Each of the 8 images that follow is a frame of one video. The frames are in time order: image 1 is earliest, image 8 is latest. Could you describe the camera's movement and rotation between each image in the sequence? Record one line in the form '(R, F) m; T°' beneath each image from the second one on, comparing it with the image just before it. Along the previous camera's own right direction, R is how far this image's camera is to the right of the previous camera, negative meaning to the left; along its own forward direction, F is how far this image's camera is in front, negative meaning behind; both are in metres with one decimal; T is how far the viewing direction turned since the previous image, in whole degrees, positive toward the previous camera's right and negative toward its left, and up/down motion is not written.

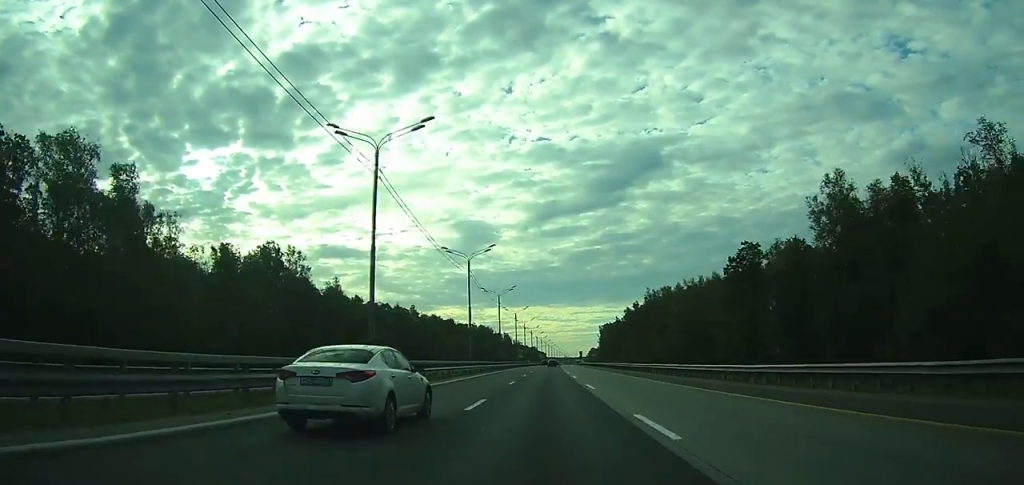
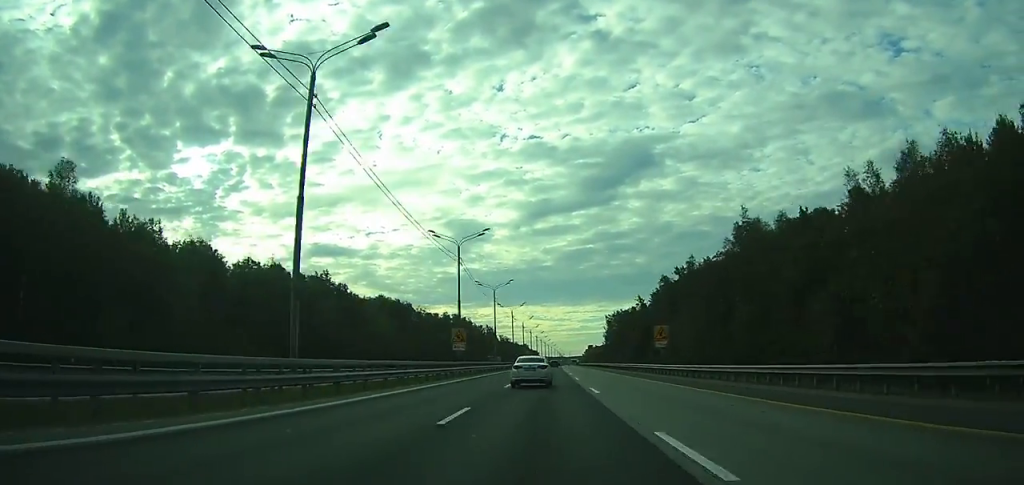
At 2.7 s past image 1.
(+0.5, +79.9) m; +1°
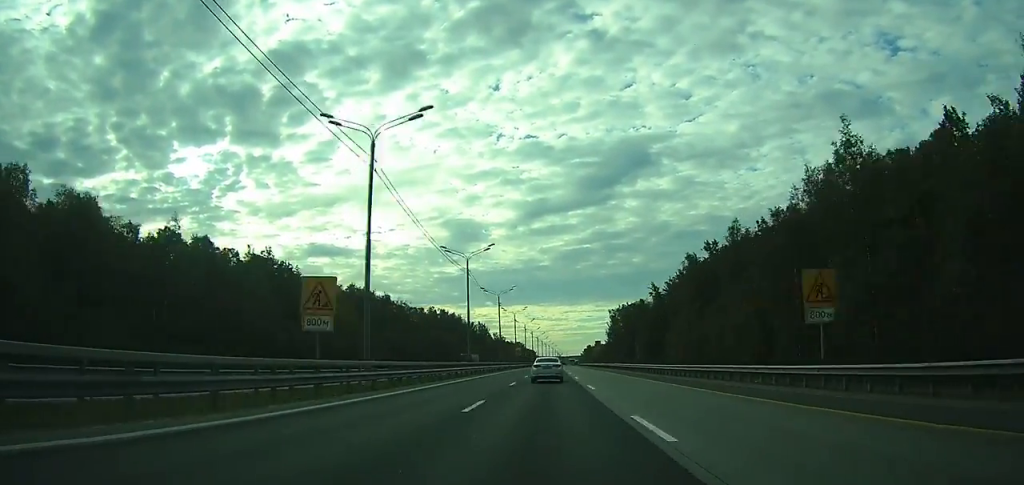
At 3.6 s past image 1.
(0.0, +28.0) m; 0°
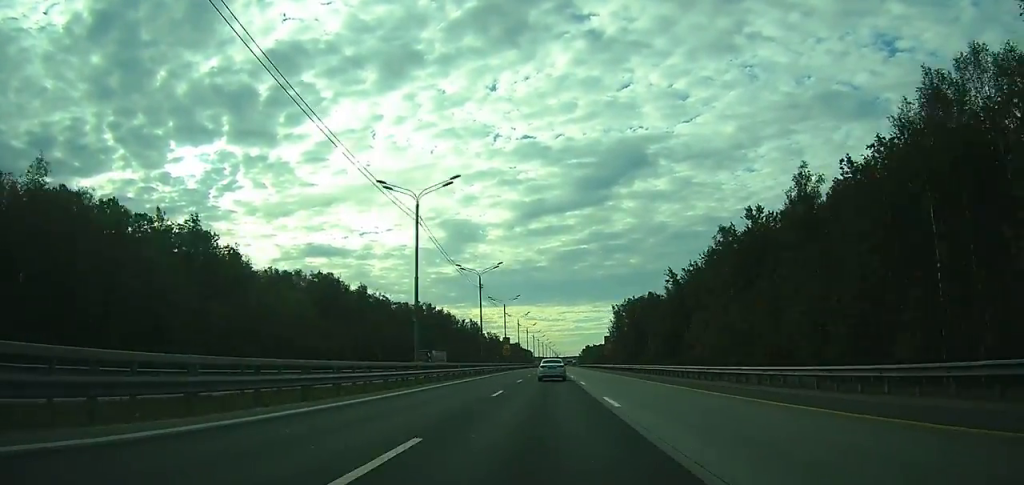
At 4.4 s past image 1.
(+0.1, +26.0) m; 0°
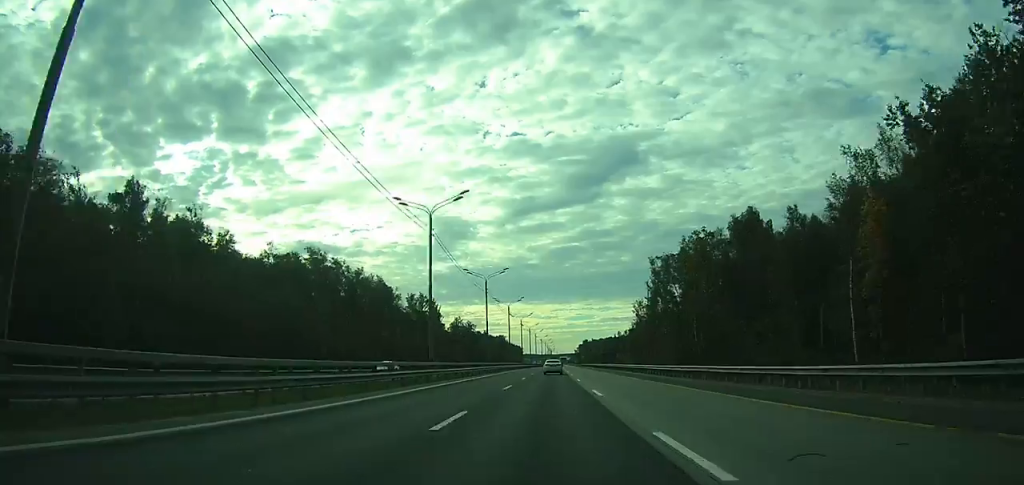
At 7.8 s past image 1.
(+0.8, +110.5) m; +1°
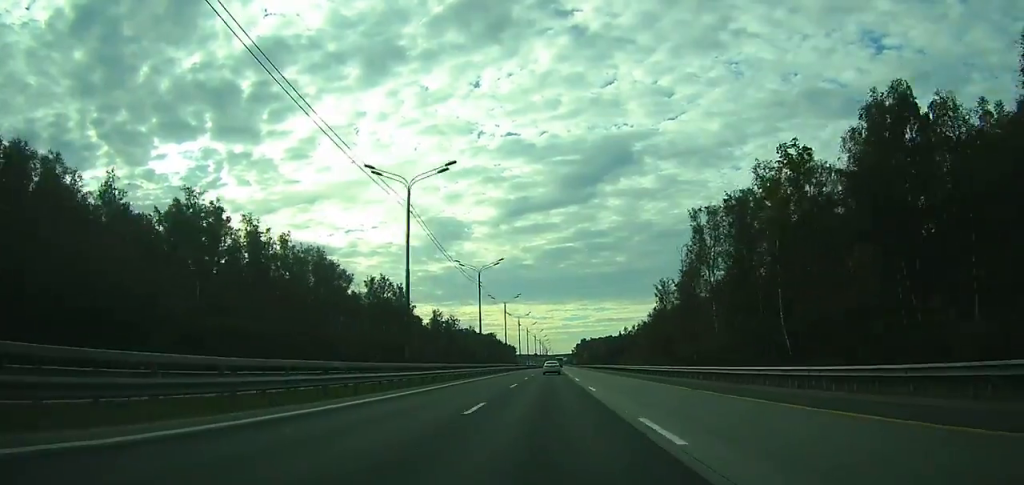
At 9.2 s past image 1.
(+0.1, +44.3) m; 0°
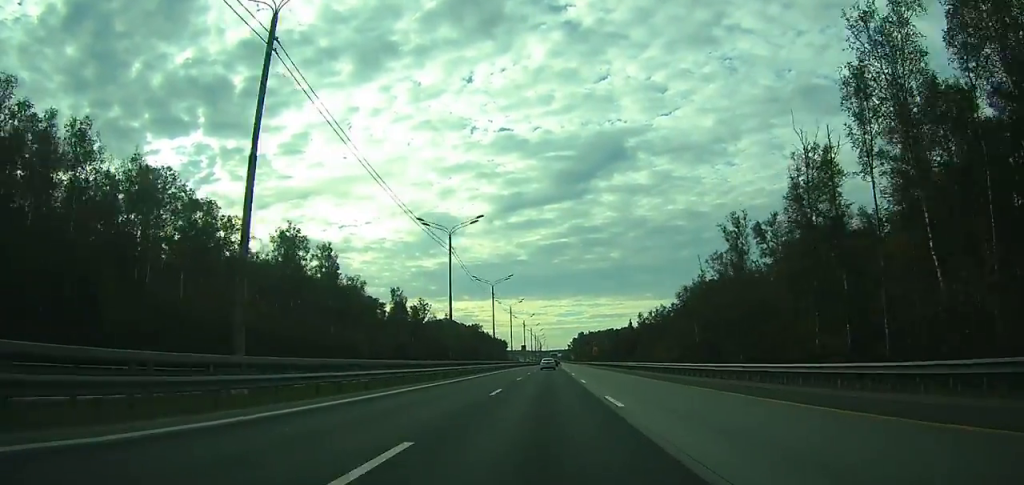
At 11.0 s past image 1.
(+0.3, +55.2) m; +1°
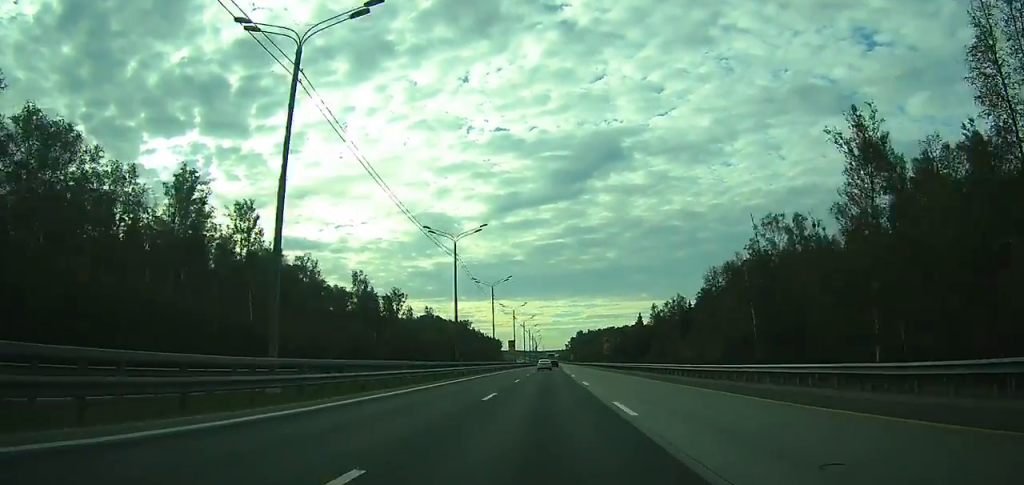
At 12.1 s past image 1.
(+0.1, +32.3) m; 0°
